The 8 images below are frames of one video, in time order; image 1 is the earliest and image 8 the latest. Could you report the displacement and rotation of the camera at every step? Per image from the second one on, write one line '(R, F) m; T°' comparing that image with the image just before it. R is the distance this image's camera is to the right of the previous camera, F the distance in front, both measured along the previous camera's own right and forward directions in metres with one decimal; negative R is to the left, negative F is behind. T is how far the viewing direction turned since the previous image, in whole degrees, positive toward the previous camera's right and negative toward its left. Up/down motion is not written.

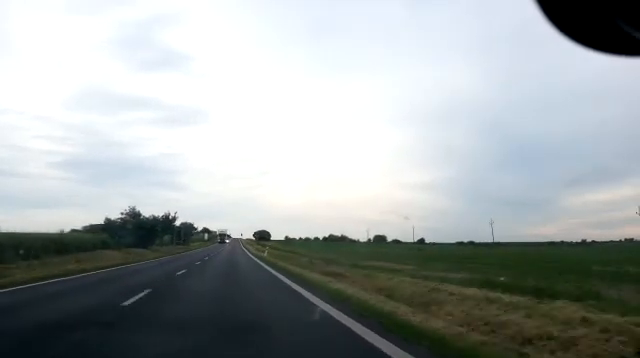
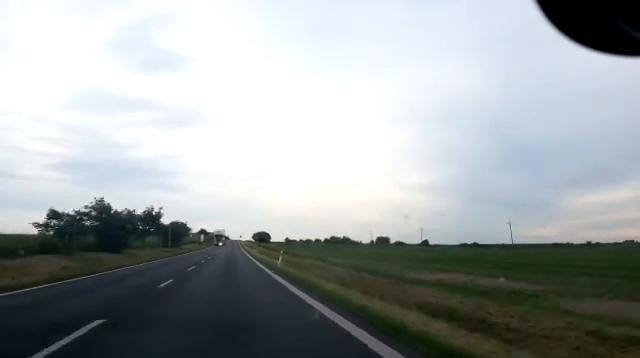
(+0.2, +13.6) m; 0°
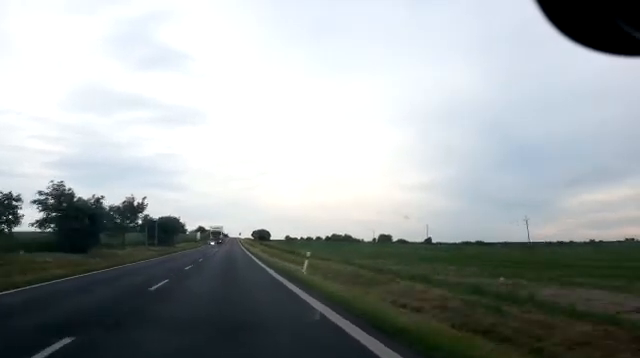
(+0.1, +10.4) m; 0°
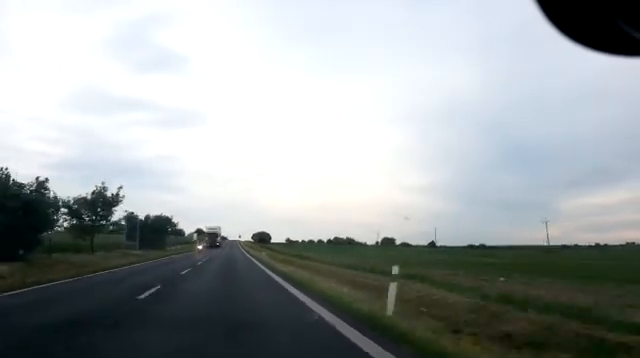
(-0.1, +10.4) m; 0°
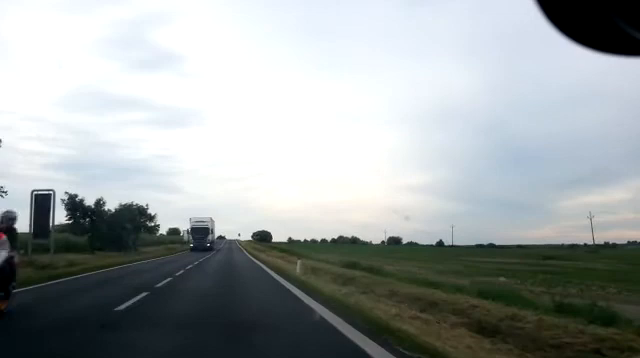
(-0.1, +20.0) m; -1°
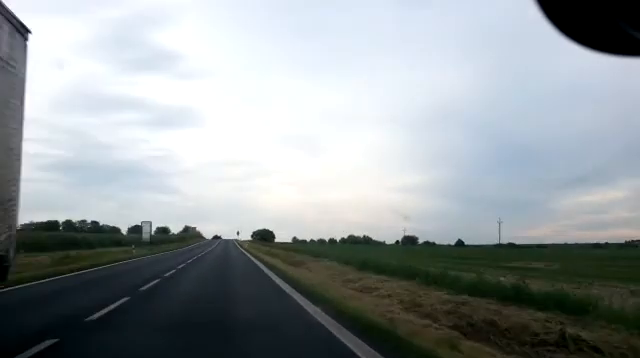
(-0.4, +41.5) m; 0°
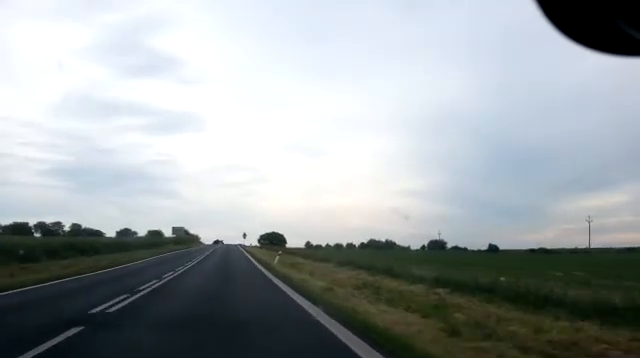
(0.0, +43.5) m; -1°
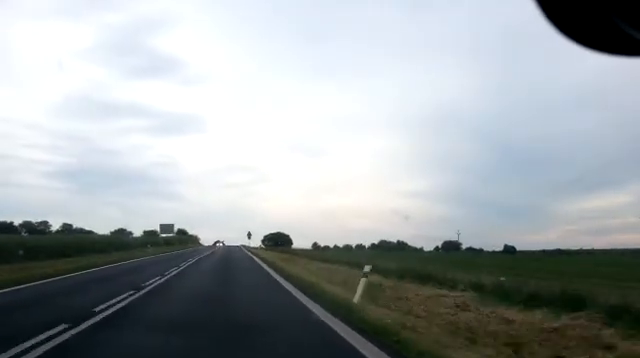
(+0.2, +18.1) m; 0°
